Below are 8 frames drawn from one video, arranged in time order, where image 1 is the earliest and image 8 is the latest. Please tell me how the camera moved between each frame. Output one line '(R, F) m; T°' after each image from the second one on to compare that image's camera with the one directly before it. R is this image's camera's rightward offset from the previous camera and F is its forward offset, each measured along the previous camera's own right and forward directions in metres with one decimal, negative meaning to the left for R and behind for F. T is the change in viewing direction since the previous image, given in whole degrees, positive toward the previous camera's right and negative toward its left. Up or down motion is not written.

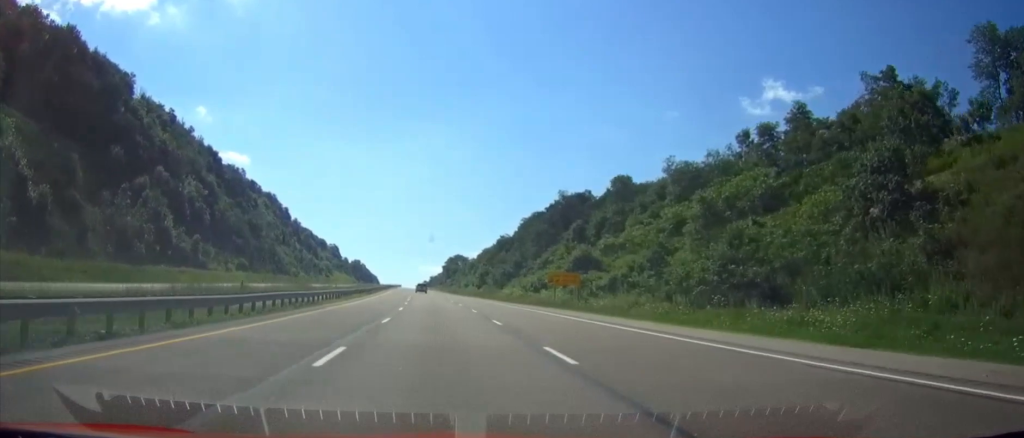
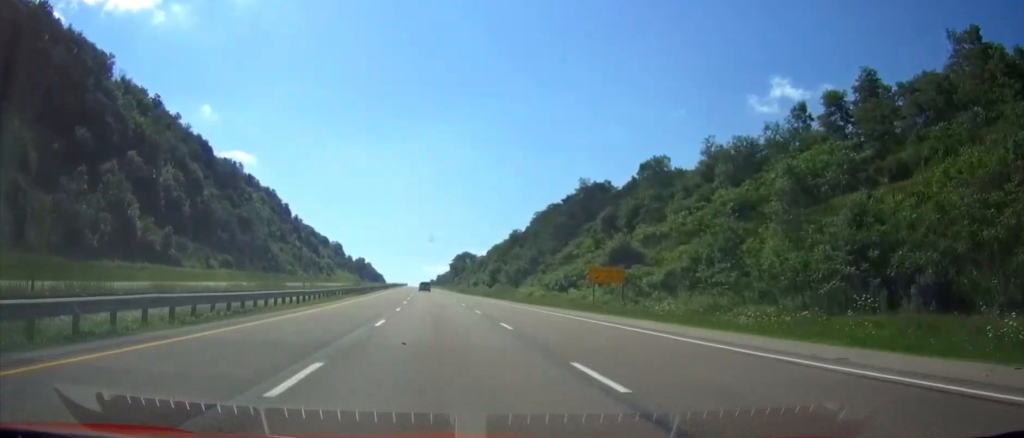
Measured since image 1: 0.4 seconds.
(0.0, +14.8) m; 0°
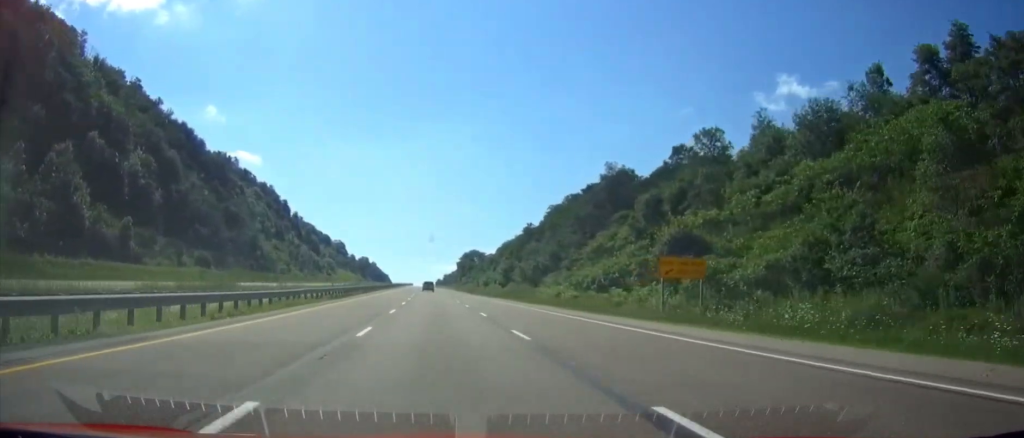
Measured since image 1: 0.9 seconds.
(0.0, +15.9) m; 0°
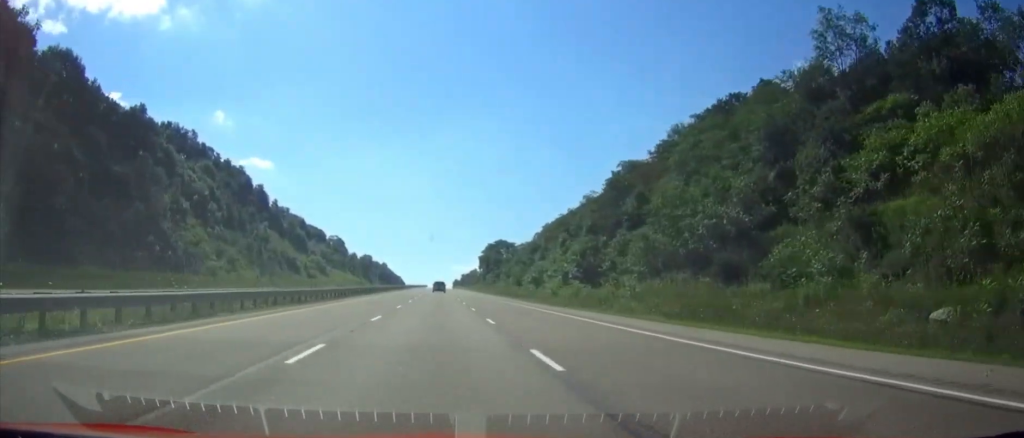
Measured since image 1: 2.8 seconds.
(0.0, +65.5) m; 0°
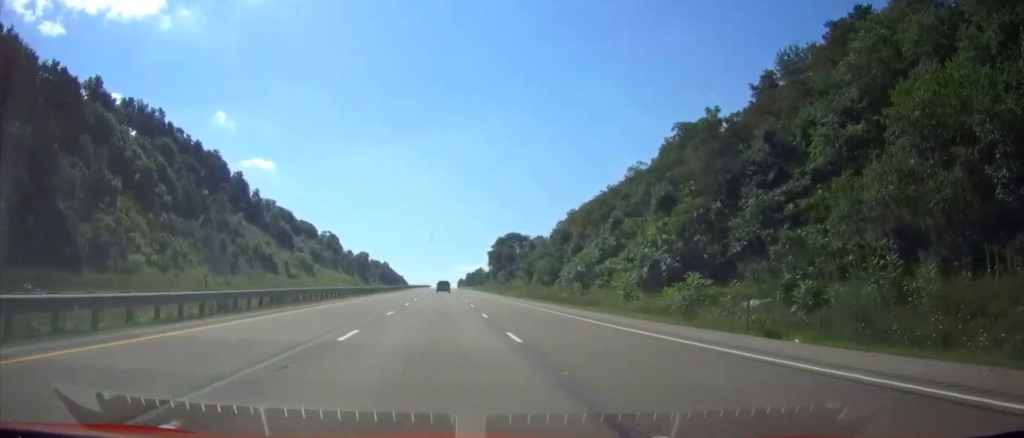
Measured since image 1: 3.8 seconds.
(0.0, +31.4) m; 0°
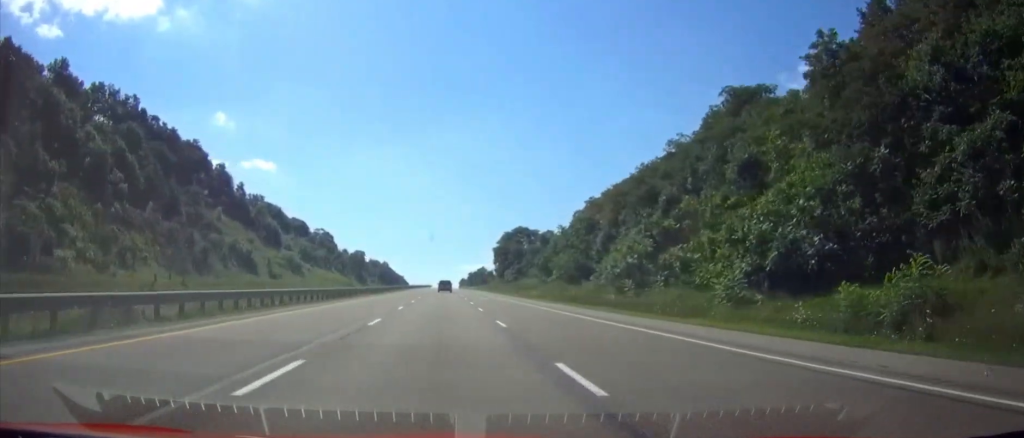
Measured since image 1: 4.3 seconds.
(0.0, +19.0) m; 0°
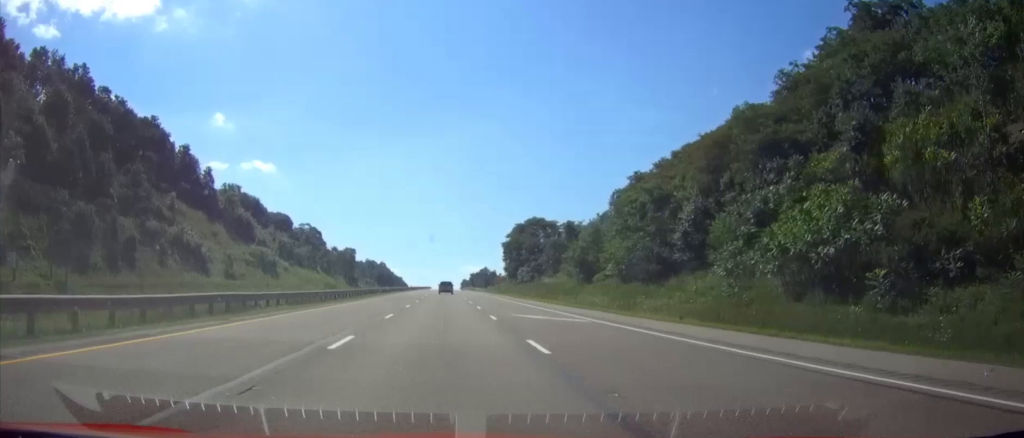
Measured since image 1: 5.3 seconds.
(0.0, +31.2) m; 0°
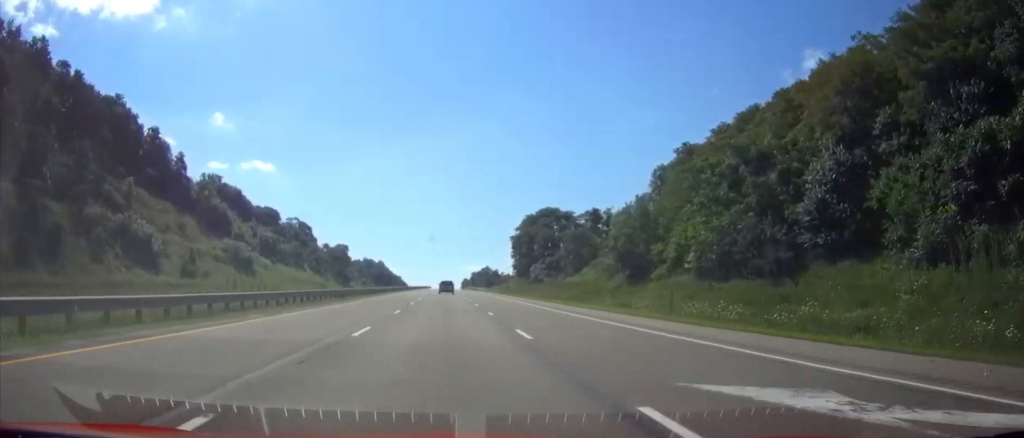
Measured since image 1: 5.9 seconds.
(0.0, +21.1) m; 0°
